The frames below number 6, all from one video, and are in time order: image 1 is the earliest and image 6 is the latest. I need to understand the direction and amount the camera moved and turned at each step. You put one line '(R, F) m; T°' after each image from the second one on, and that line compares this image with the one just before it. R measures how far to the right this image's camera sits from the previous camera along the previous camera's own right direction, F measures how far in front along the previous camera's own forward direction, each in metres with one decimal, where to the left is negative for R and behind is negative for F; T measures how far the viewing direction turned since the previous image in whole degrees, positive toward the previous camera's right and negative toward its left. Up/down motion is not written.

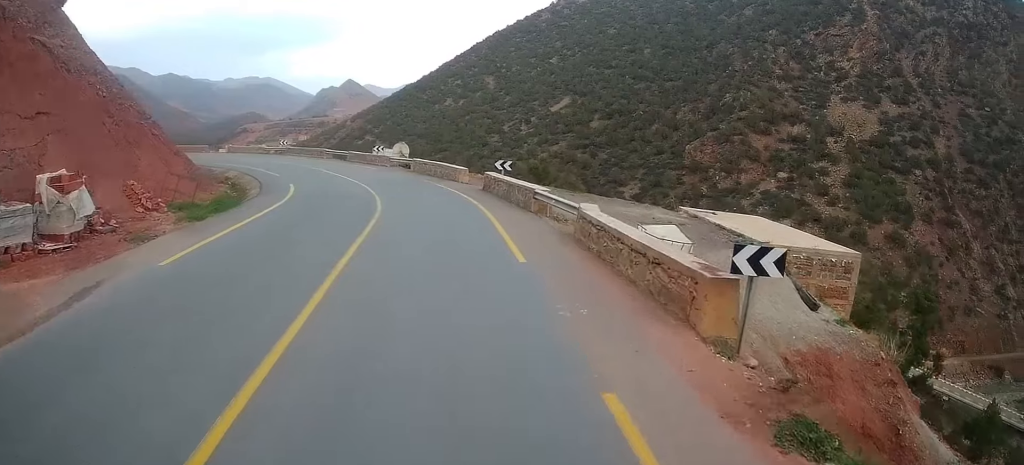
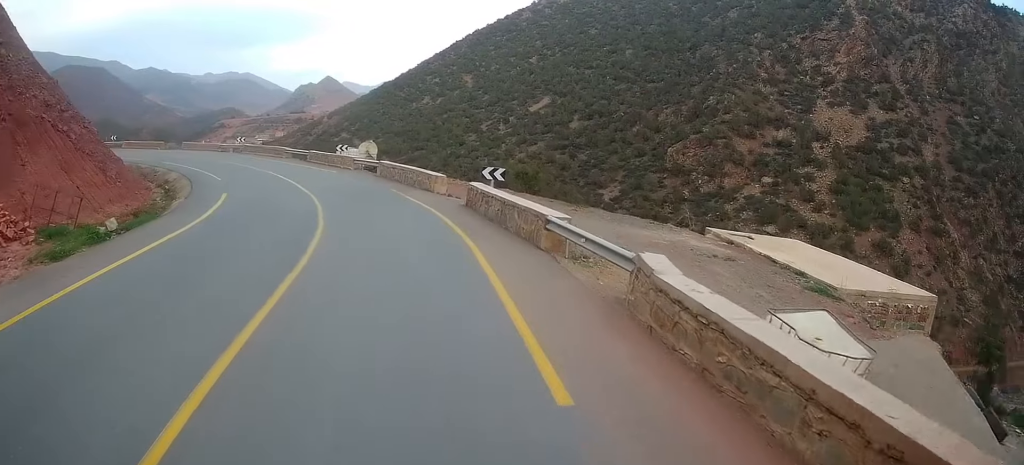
(-1.0, +6.8) m; -9°
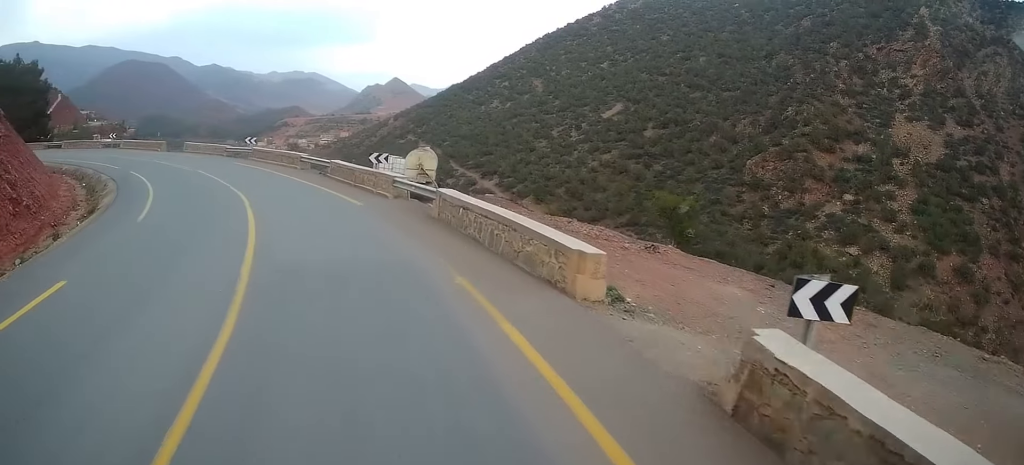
(-1.9, +15.6) m; -15°
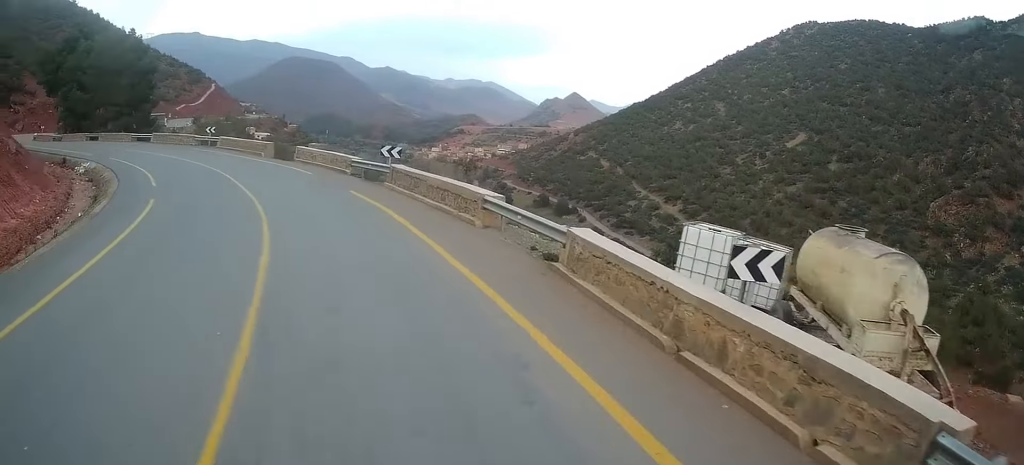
(-2.4, +17.1) m; -15°
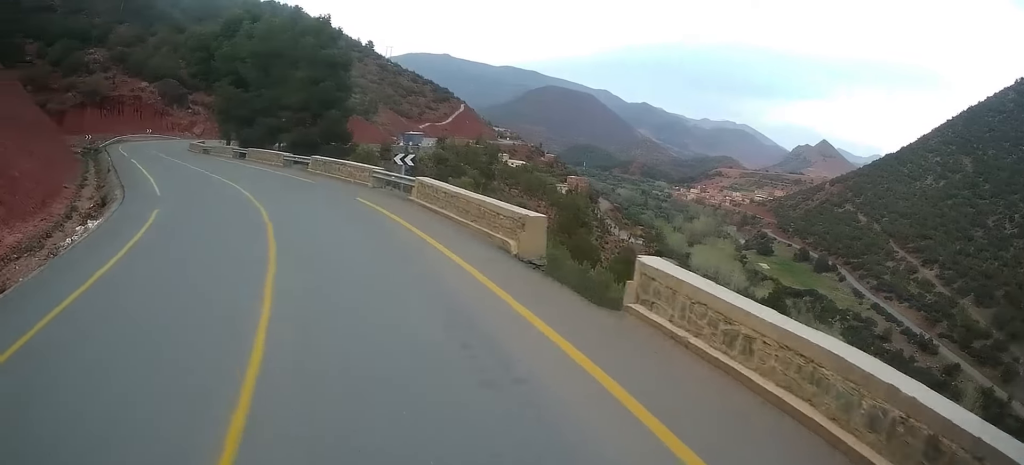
(-3.2, +23.0) m; -22°
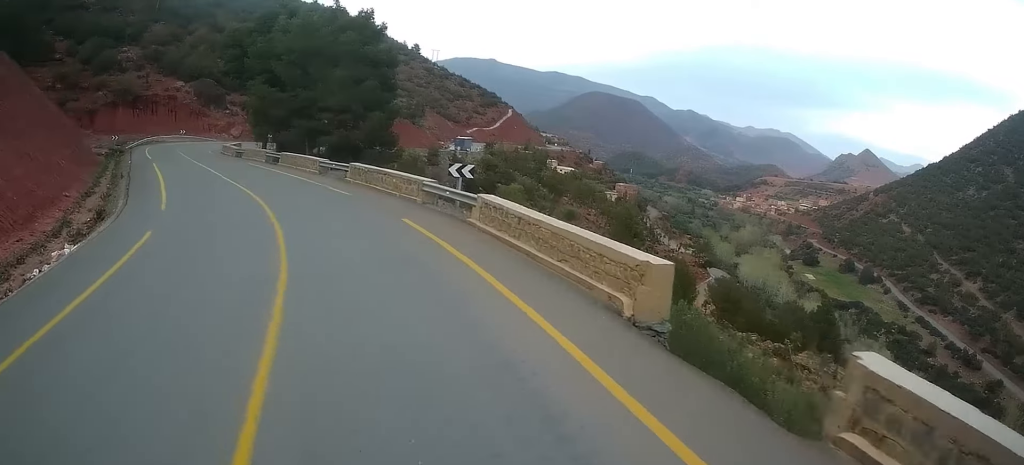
(-0.3, +3.8) m; -5°
